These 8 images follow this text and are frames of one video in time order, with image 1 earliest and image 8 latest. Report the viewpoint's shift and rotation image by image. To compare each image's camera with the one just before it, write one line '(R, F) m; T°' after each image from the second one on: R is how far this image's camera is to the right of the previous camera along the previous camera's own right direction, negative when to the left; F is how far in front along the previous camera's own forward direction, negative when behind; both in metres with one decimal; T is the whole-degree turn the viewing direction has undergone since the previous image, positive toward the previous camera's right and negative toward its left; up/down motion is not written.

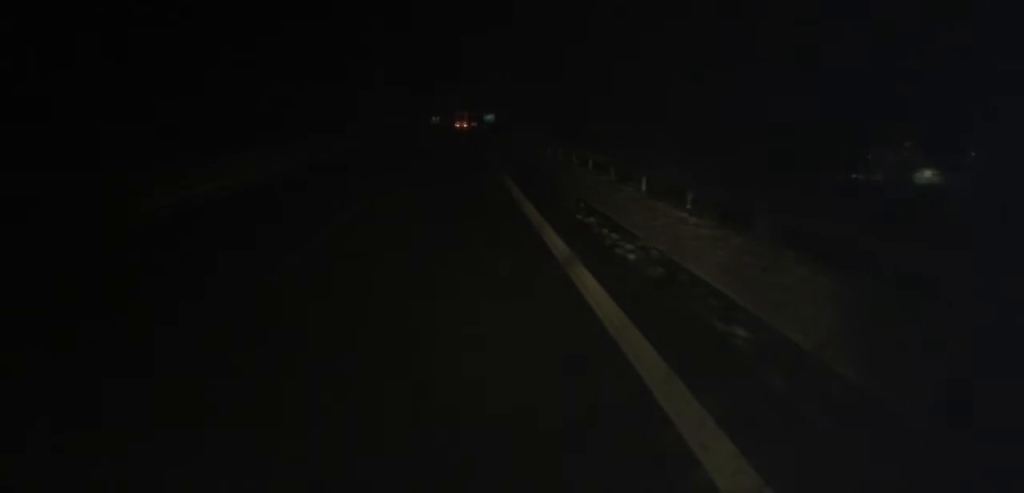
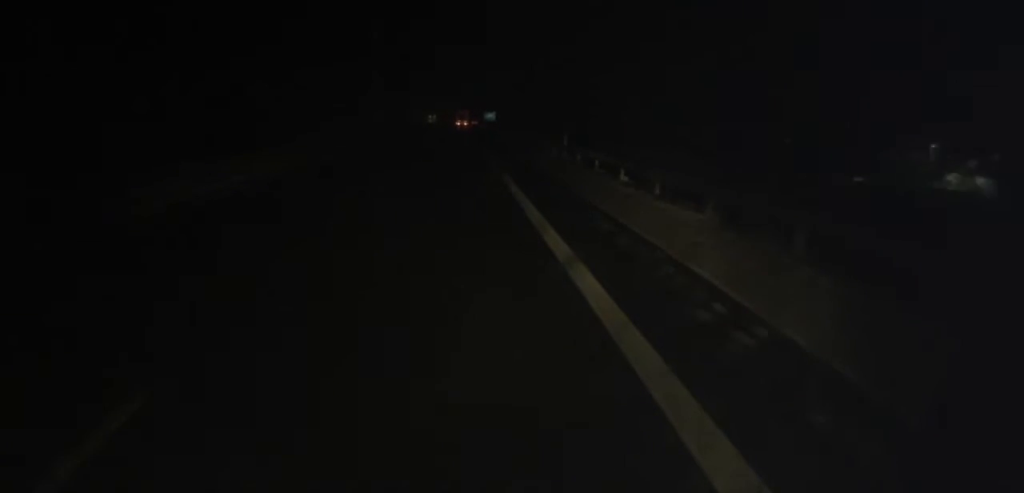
(+0.2, +9.3) m; 0°
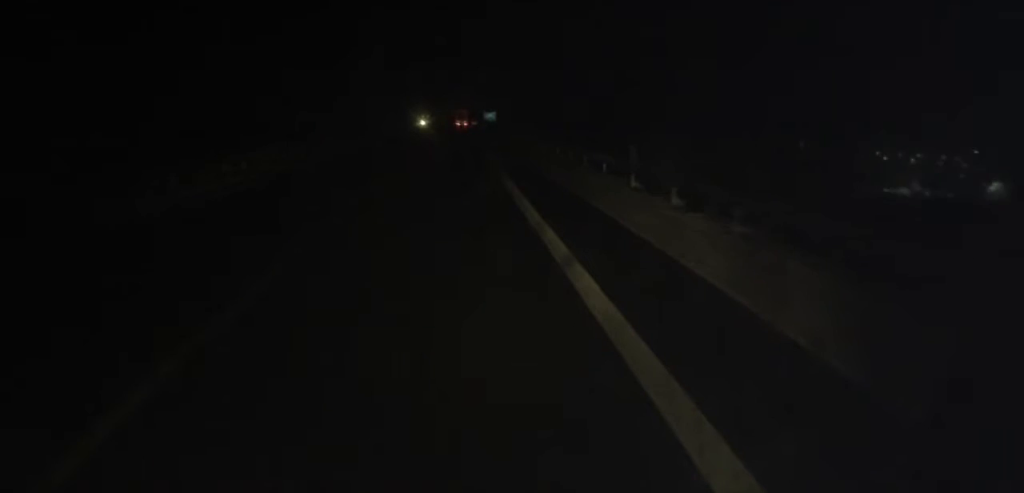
(+0.1, +13.3) m; 0°
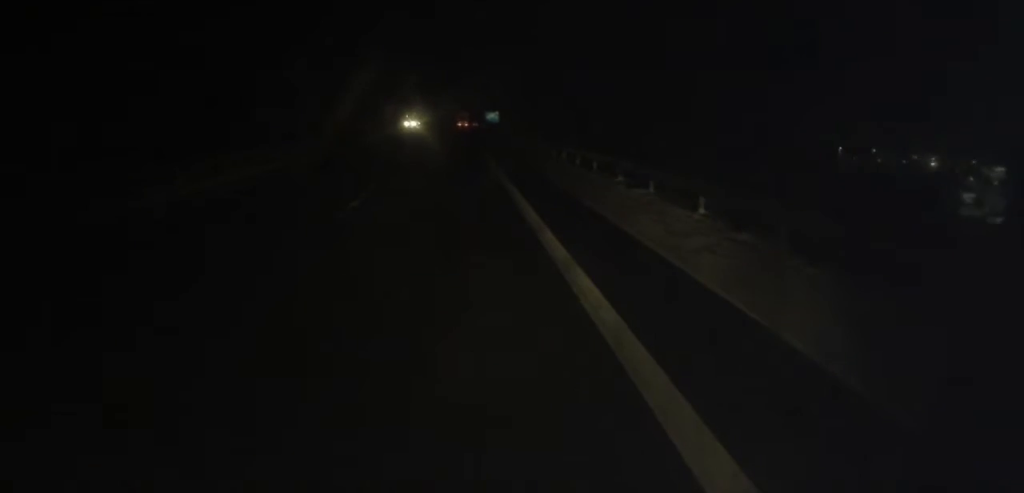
(0.0, +24.9) m; 0°
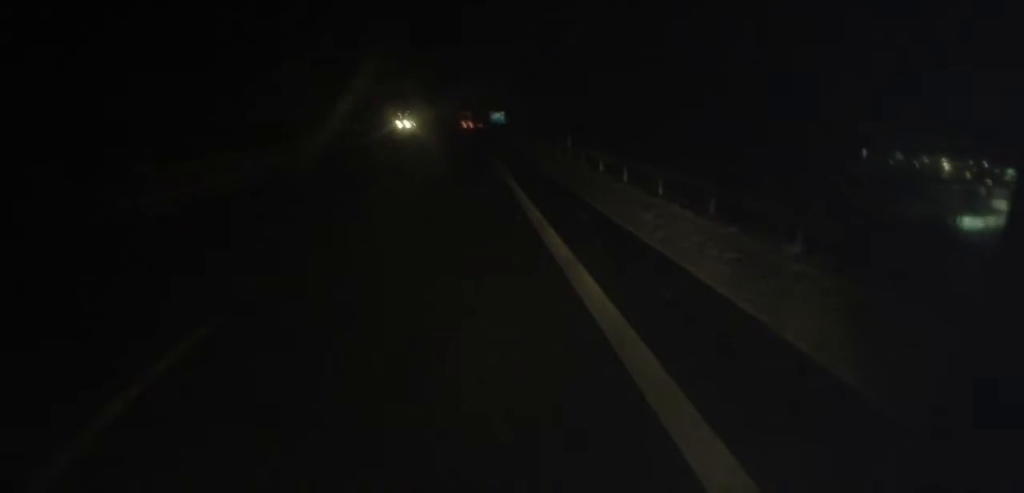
(0.0, +11.5) m; -1°
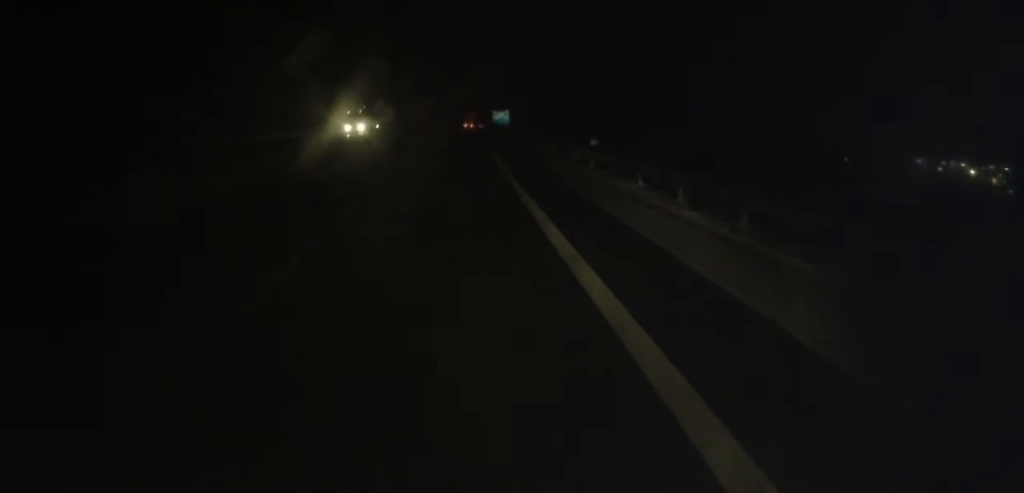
(-0.5, +25.7) m; 0°
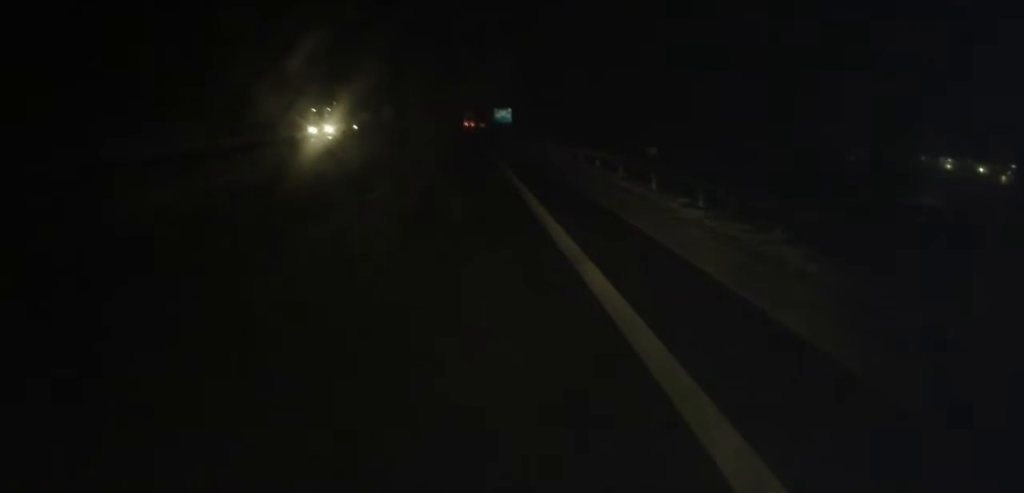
(+0.1, +7.4) m; +1°
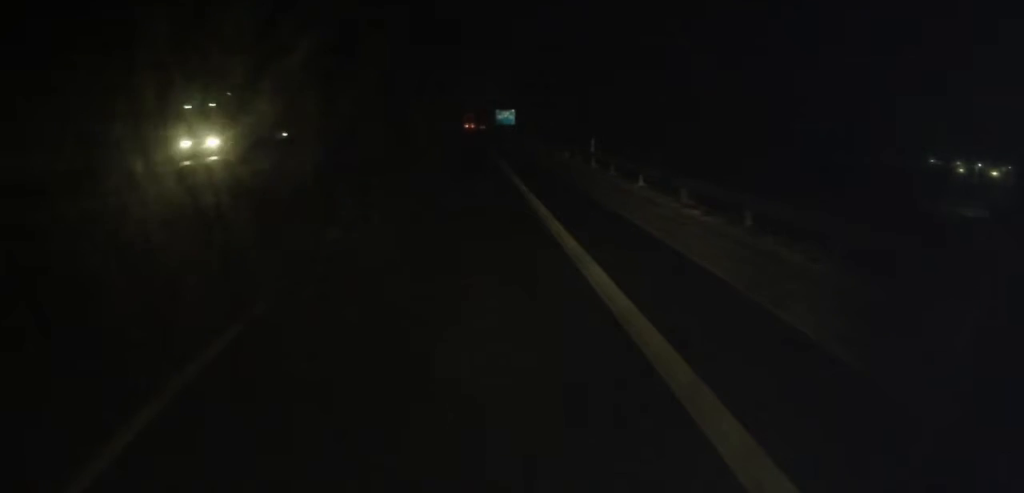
(+0.1, +11.5) m; 0°
